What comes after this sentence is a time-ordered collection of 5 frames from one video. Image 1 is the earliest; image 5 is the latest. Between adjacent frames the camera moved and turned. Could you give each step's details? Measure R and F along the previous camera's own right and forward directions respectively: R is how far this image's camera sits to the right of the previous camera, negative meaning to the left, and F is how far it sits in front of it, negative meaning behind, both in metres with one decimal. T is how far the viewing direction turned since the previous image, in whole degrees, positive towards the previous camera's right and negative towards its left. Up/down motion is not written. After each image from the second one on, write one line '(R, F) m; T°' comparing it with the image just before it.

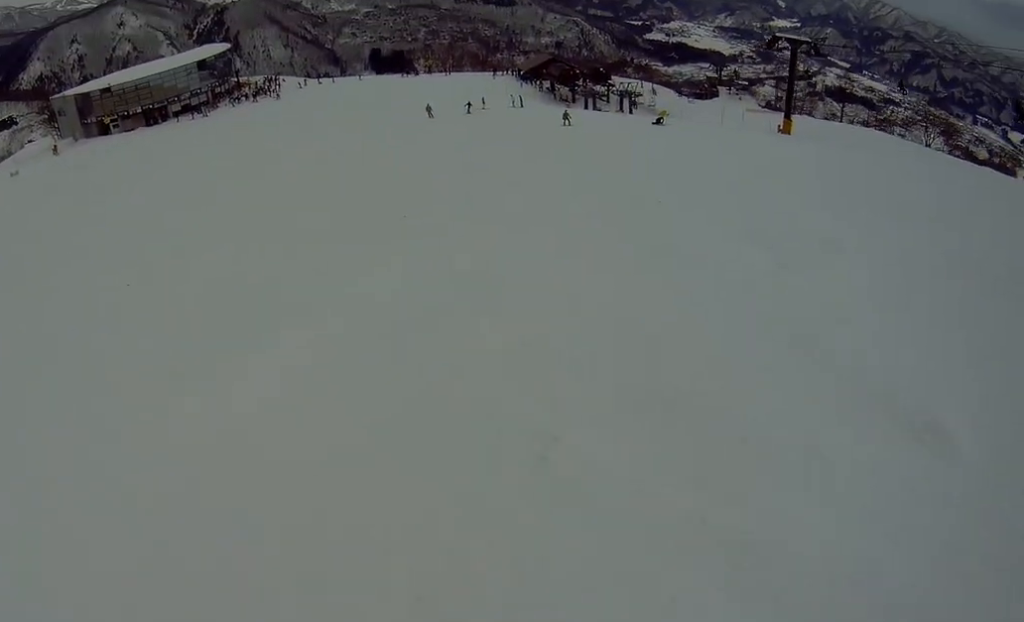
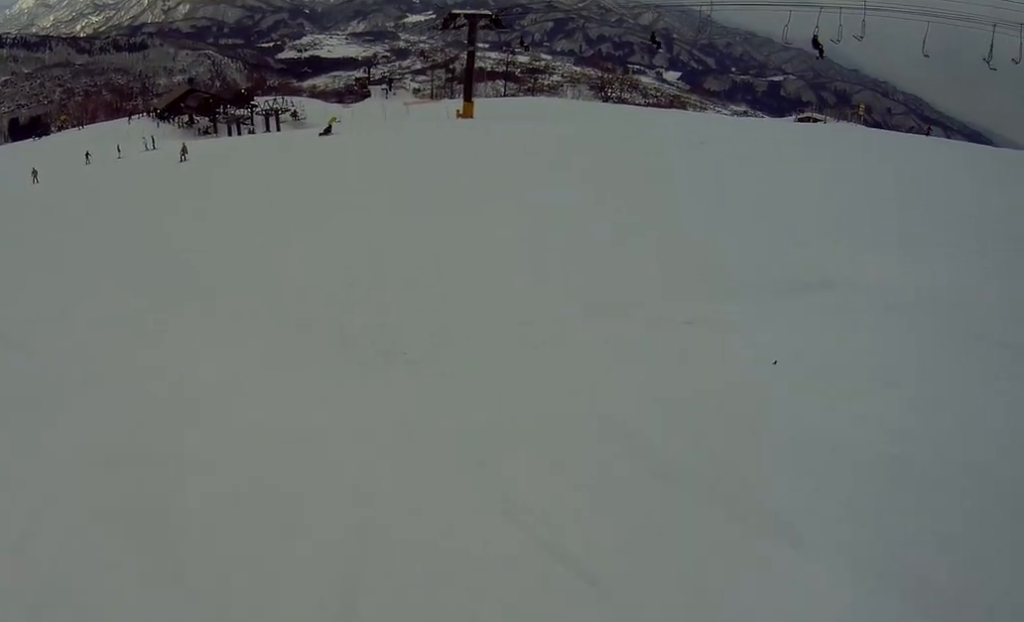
(+4.5, +9.4) m; +28°
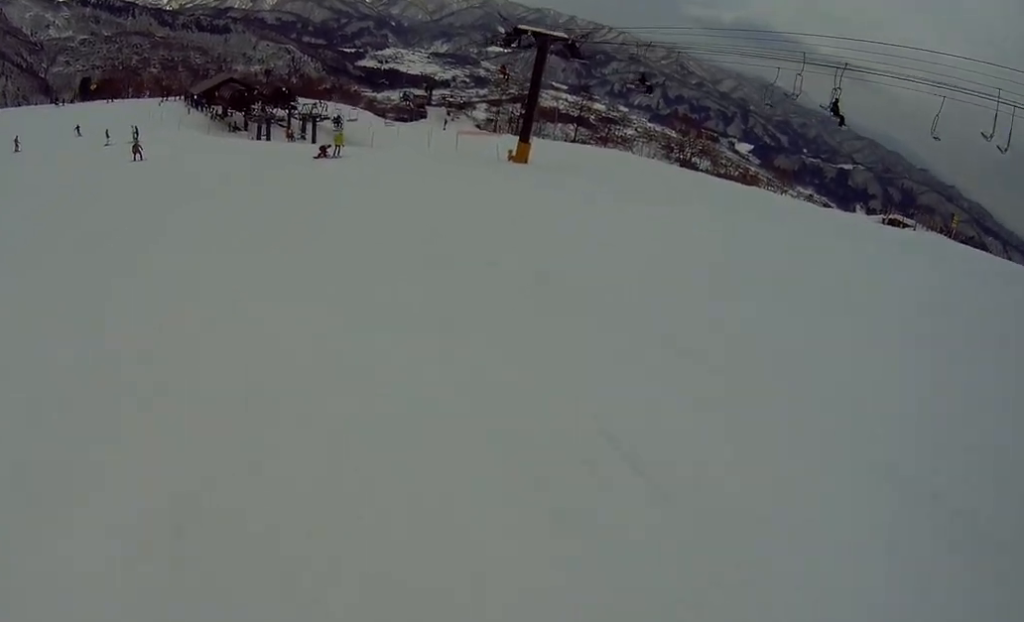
(-0.9, +13.0) m; -24°
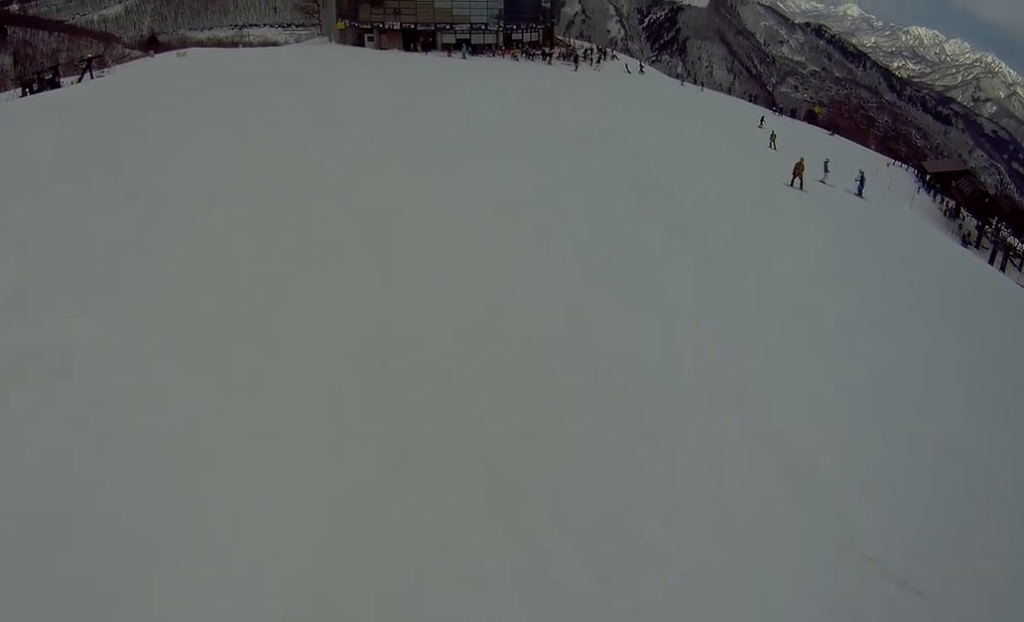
(-13.0, +18.3) m; -39°
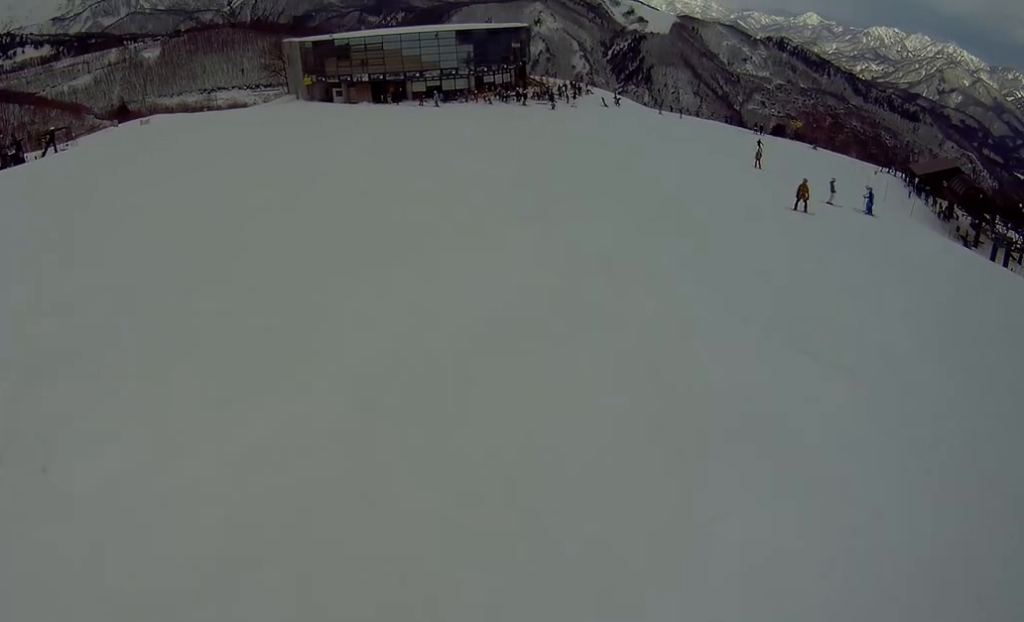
(-0.3, +3.8) m; +7°
